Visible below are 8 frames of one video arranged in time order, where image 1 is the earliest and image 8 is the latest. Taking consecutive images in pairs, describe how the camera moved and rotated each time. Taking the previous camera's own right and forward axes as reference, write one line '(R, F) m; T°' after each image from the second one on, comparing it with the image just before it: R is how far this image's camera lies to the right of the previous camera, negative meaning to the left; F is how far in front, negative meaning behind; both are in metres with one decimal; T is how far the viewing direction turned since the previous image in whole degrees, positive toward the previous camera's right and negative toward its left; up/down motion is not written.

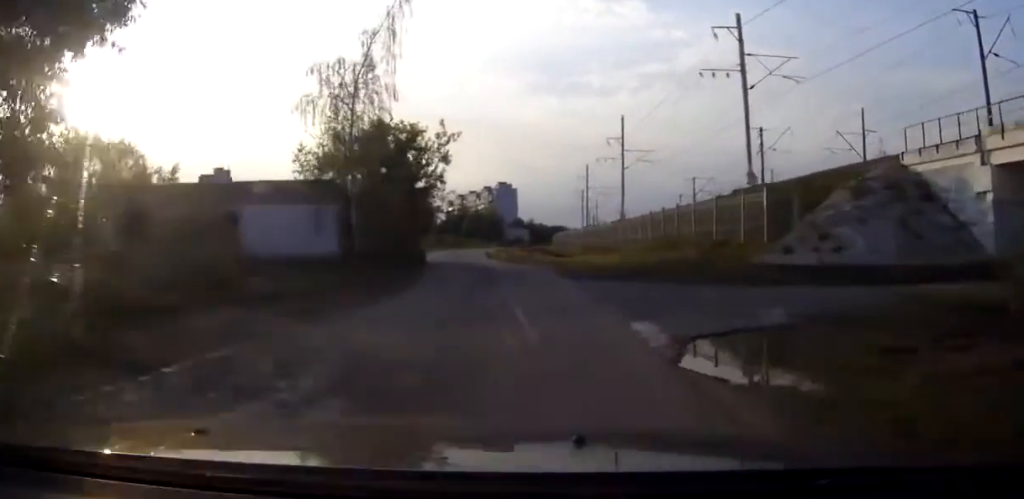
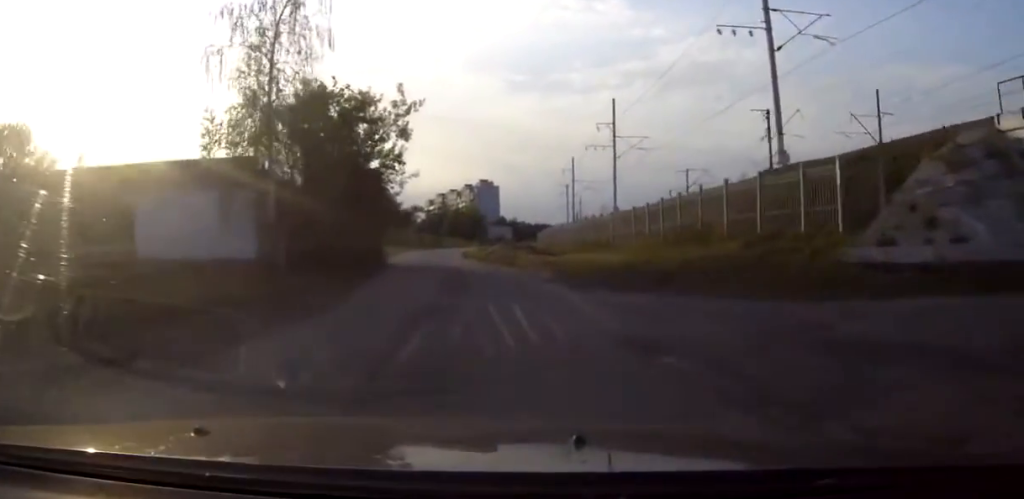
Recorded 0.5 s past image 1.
(+0.2, +8.7) m; +1°
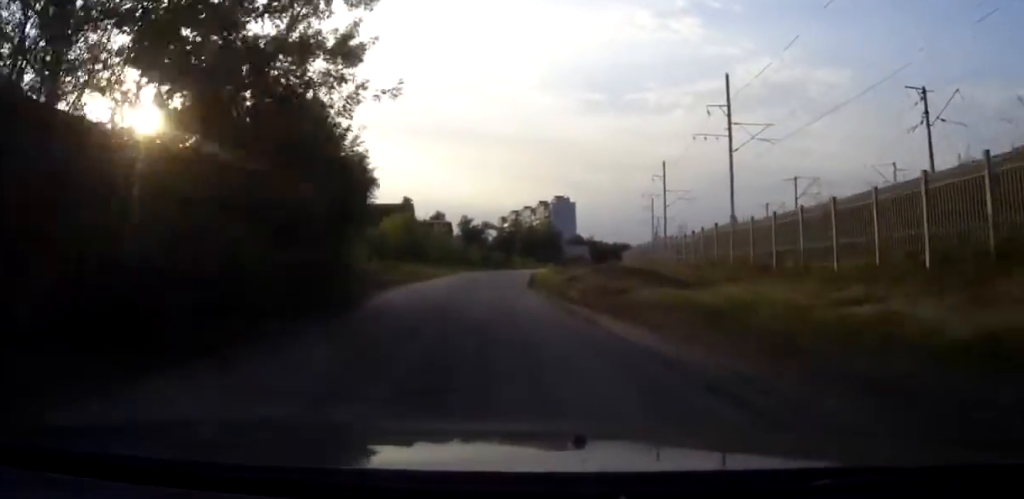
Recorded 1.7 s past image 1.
(-0.1, +20.4) m; -2°
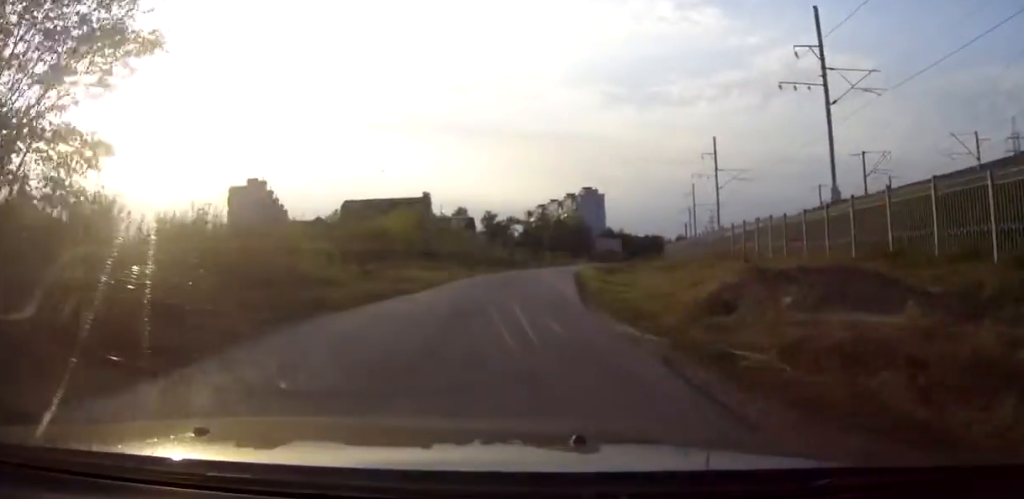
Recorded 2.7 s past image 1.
(-0.5, +16.7) m; -2°
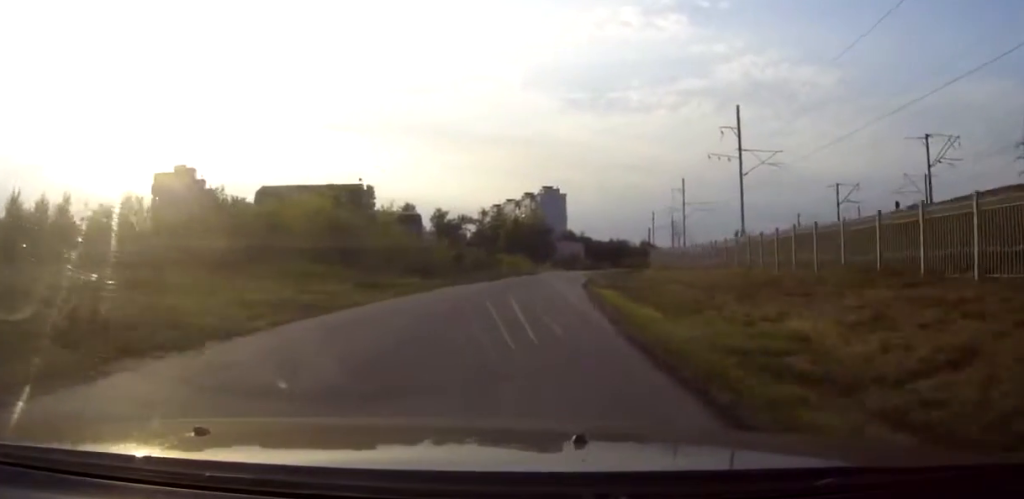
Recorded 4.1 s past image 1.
(+0.2, +25.7) m; +2°
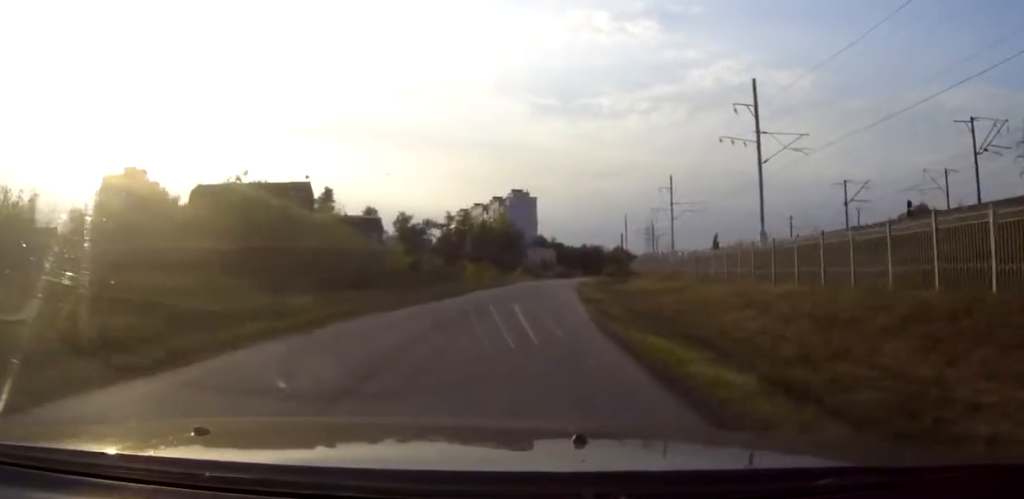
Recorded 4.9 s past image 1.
(+0.3, +14.6) m; +2°
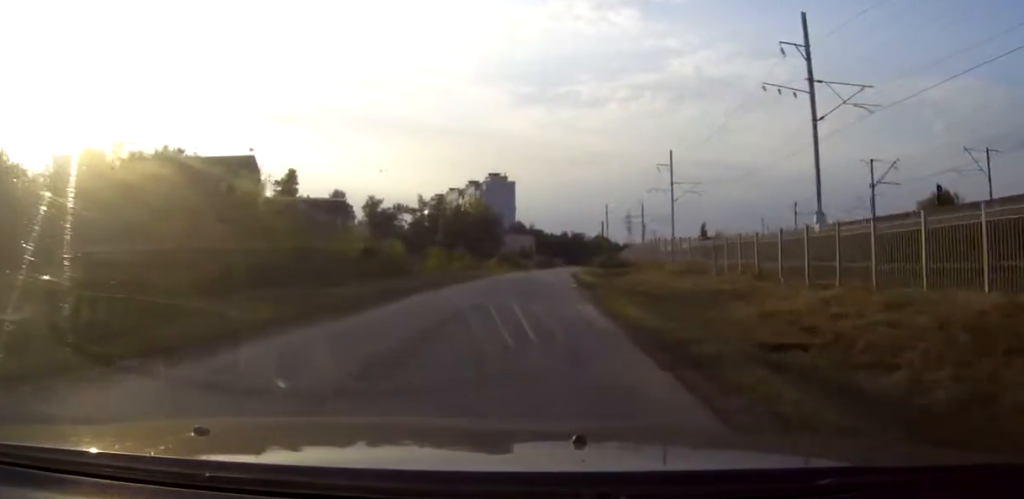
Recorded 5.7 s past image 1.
(+0.3, +15.0) m; +2°
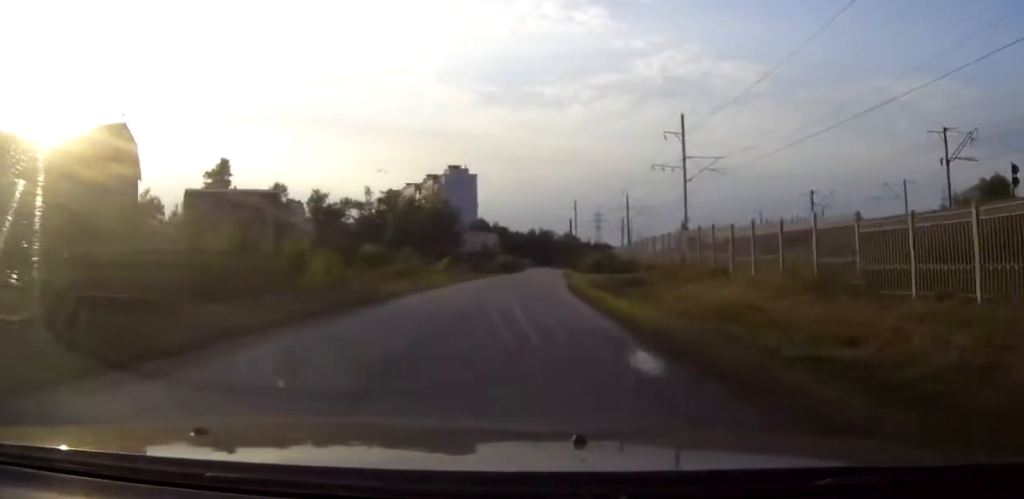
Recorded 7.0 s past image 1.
(+0.6, +24.9) m; +3°
